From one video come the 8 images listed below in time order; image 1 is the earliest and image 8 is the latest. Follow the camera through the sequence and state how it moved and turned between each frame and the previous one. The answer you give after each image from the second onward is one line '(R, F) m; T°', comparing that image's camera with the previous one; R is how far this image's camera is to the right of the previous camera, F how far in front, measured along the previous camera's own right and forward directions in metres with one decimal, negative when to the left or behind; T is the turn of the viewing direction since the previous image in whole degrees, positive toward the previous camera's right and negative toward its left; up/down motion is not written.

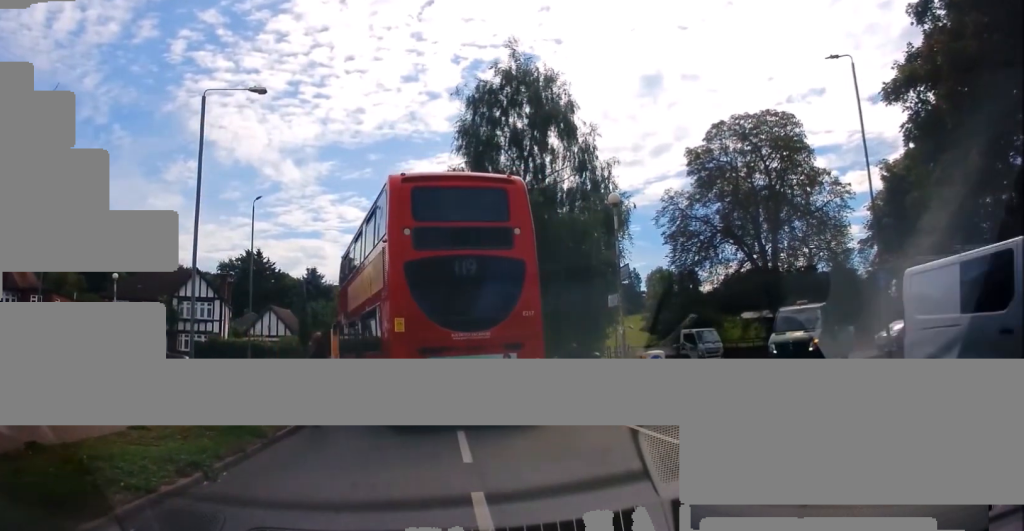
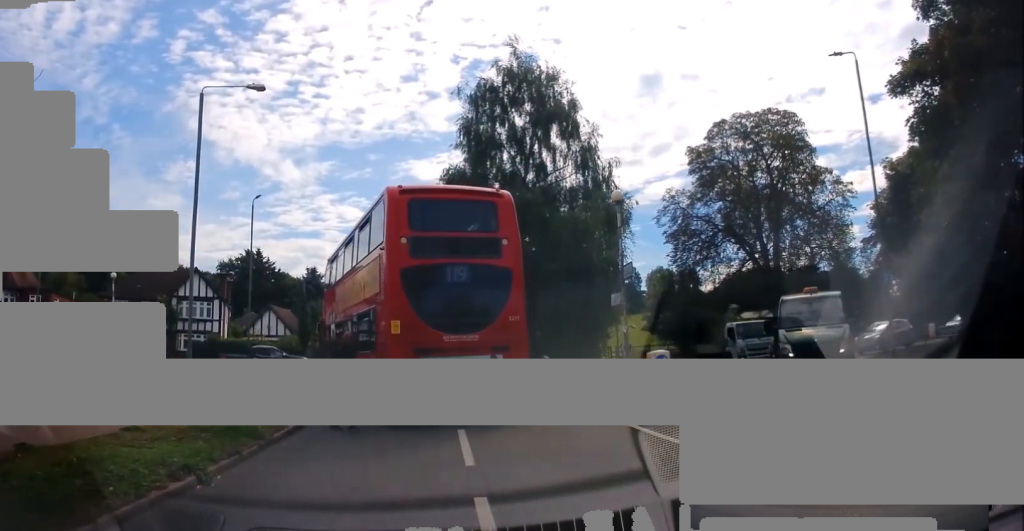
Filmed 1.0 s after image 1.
(0.0, 0.0) m; 0°
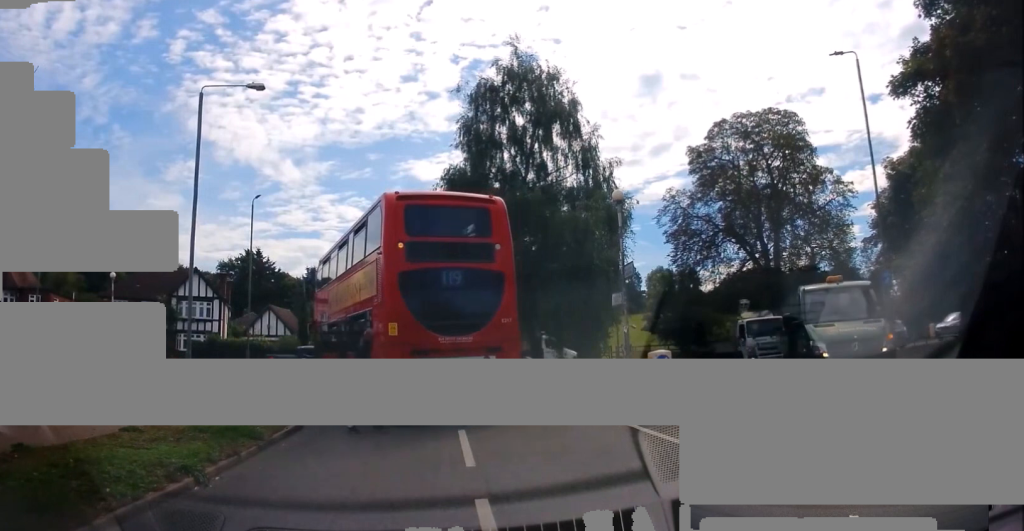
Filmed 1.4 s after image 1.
(0.0, 0.0) m; 0°
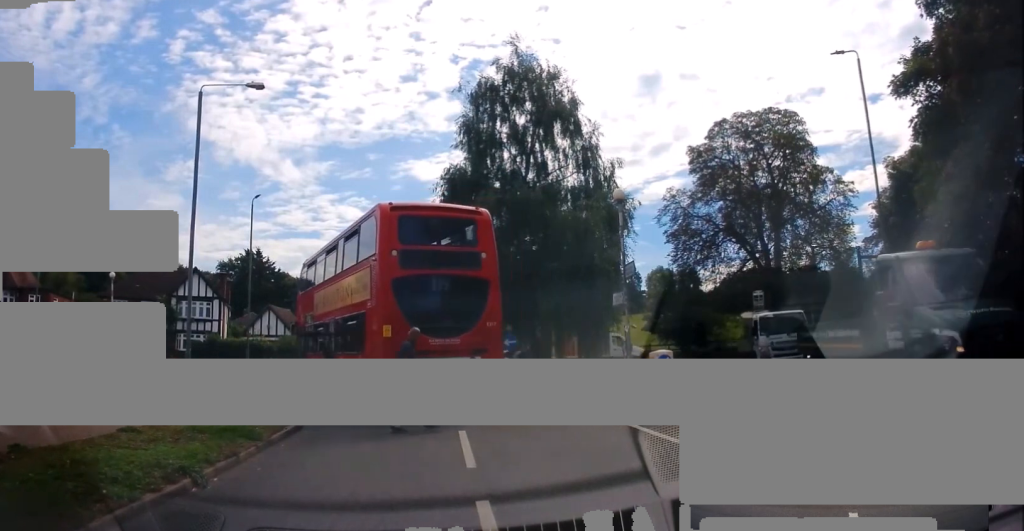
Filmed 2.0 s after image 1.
(0.0, 0.0) m; 0°
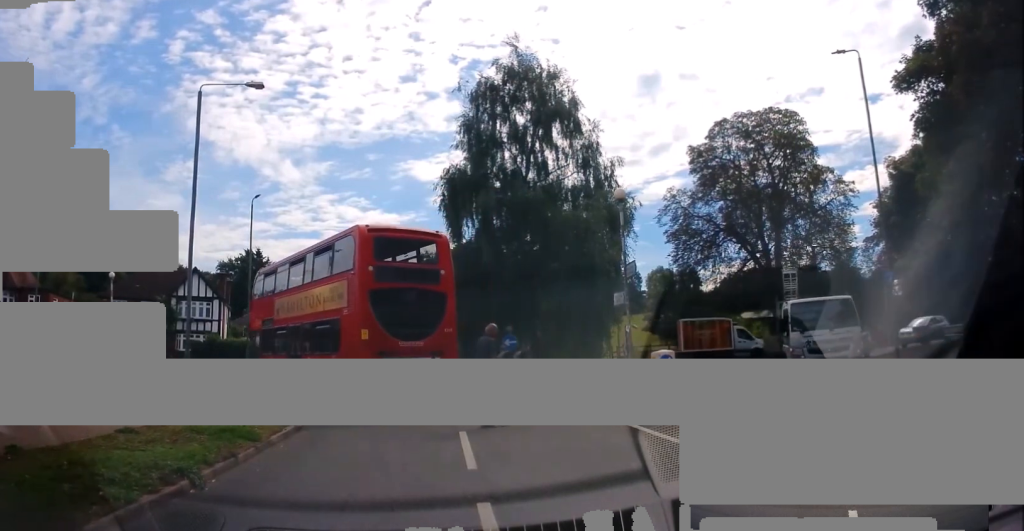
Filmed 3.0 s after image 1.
(0.0, 0.0) m; 0°
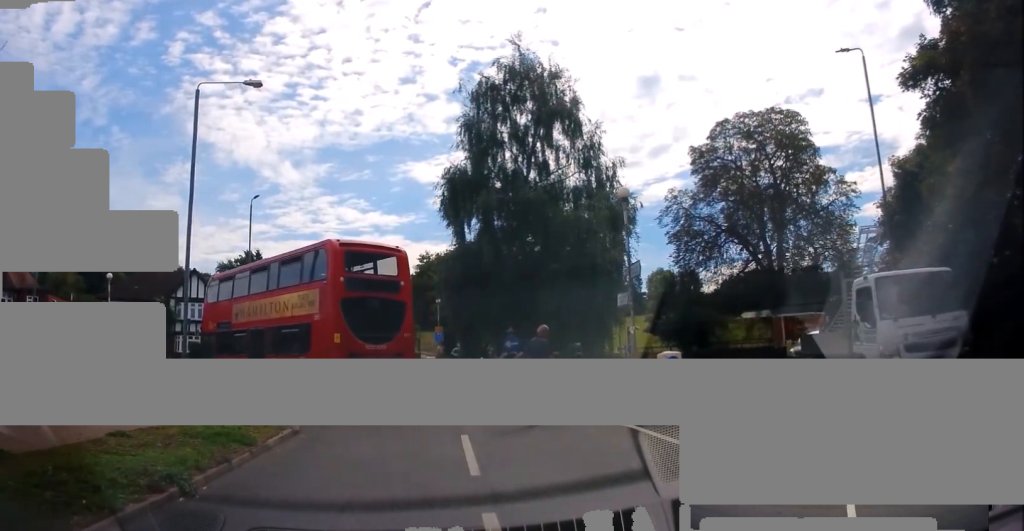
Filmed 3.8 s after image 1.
(+0.1, +0.4) m; +2°
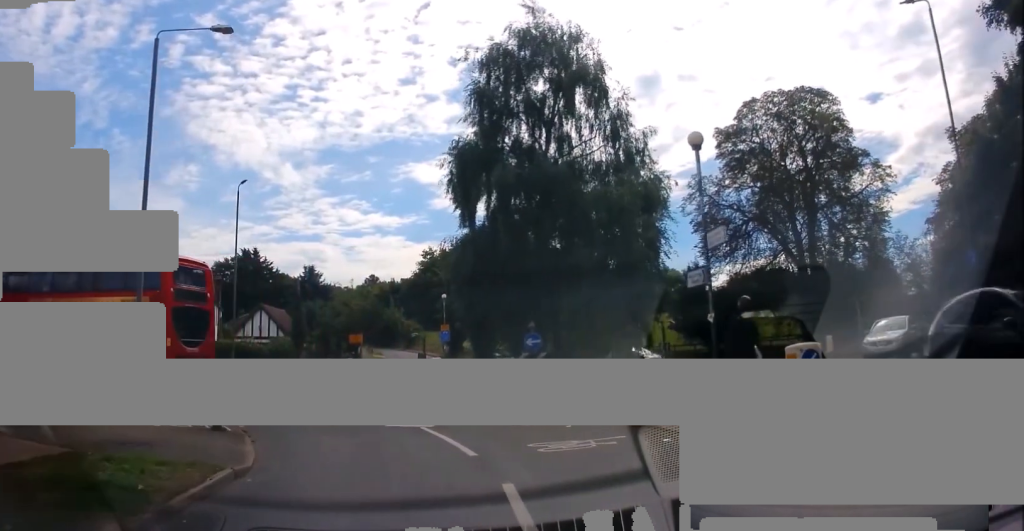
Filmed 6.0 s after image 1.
(-0.4, +4.4) m; -7°
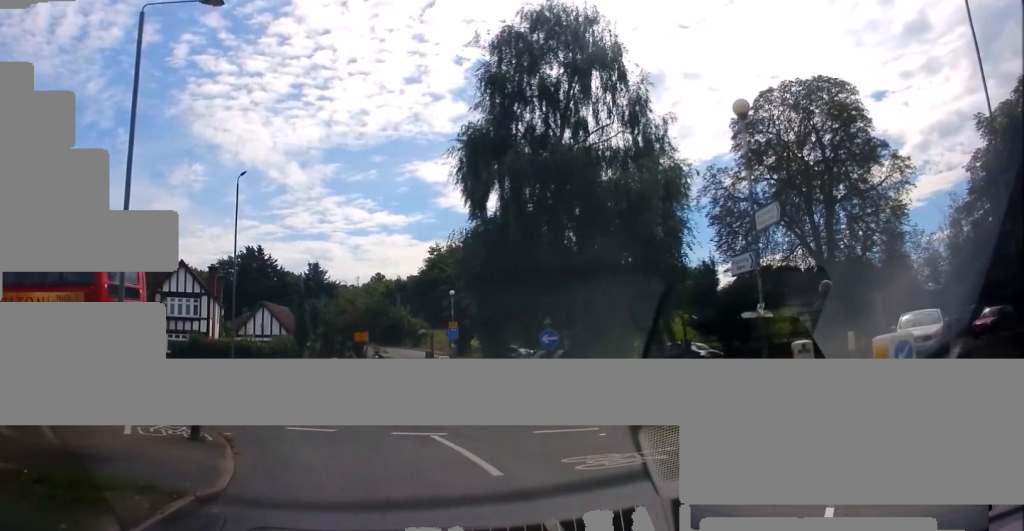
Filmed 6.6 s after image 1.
(0.0, +1.5) m; 0°
